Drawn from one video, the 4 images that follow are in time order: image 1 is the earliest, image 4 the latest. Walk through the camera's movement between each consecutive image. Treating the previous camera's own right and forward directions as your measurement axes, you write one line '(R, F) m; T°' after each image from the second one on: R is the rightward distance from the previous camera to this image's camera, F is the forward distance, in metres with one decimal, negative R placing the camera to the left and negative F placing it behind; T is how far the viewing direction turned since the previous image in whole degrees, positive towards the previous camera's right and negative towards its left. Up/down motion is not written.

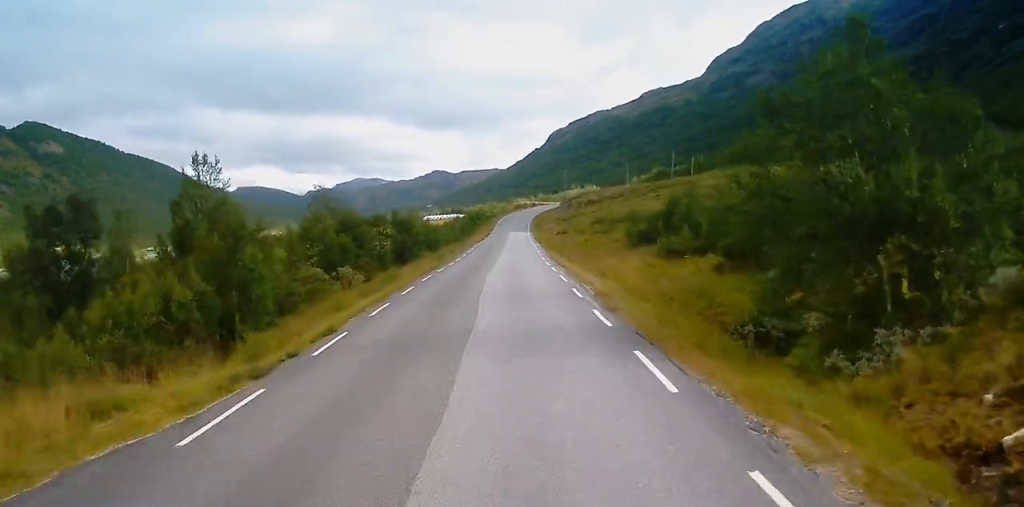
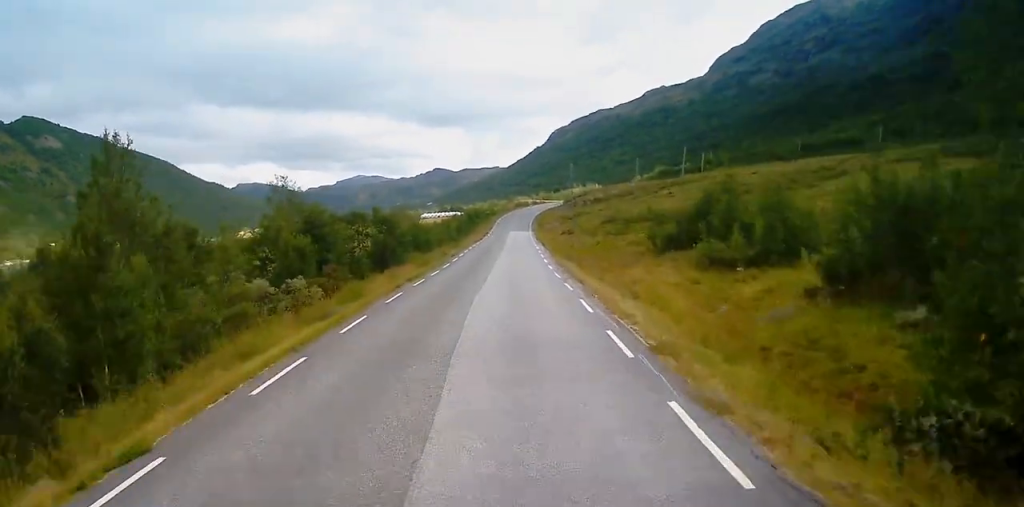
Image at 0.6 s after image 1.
(-0.1, +9.5) m; 0°
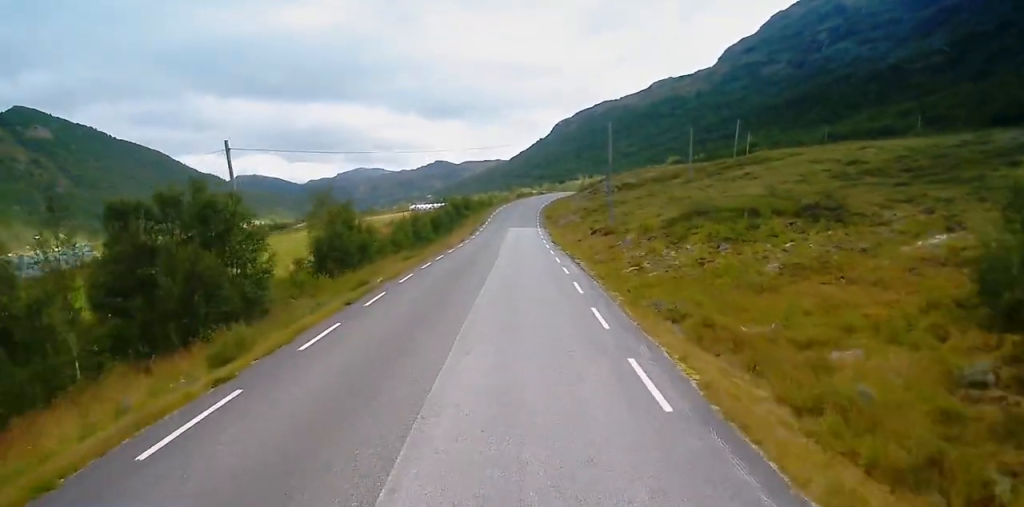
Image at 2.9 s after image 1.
(+0.3, +34.0) m; 0°
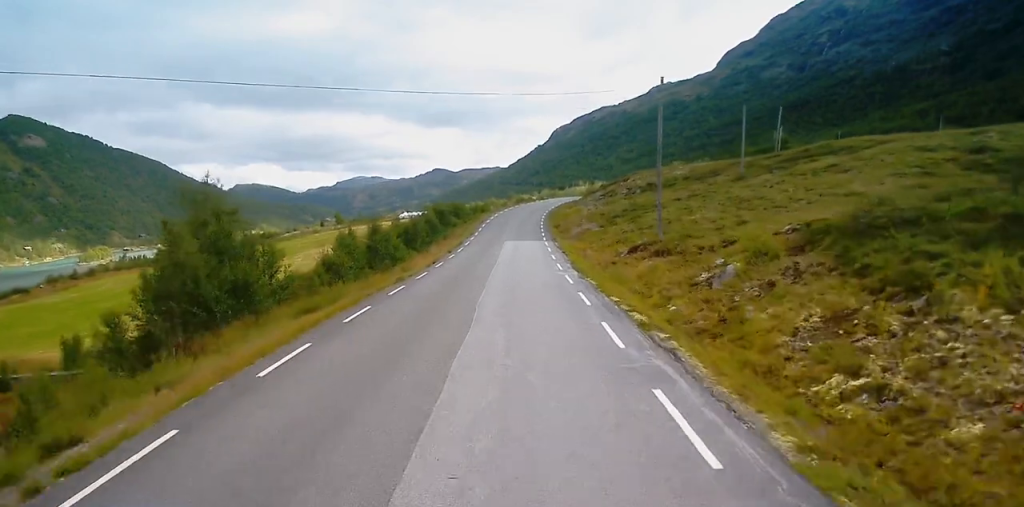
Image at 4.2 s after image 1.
(+0.1, +20.0) m; +1°
